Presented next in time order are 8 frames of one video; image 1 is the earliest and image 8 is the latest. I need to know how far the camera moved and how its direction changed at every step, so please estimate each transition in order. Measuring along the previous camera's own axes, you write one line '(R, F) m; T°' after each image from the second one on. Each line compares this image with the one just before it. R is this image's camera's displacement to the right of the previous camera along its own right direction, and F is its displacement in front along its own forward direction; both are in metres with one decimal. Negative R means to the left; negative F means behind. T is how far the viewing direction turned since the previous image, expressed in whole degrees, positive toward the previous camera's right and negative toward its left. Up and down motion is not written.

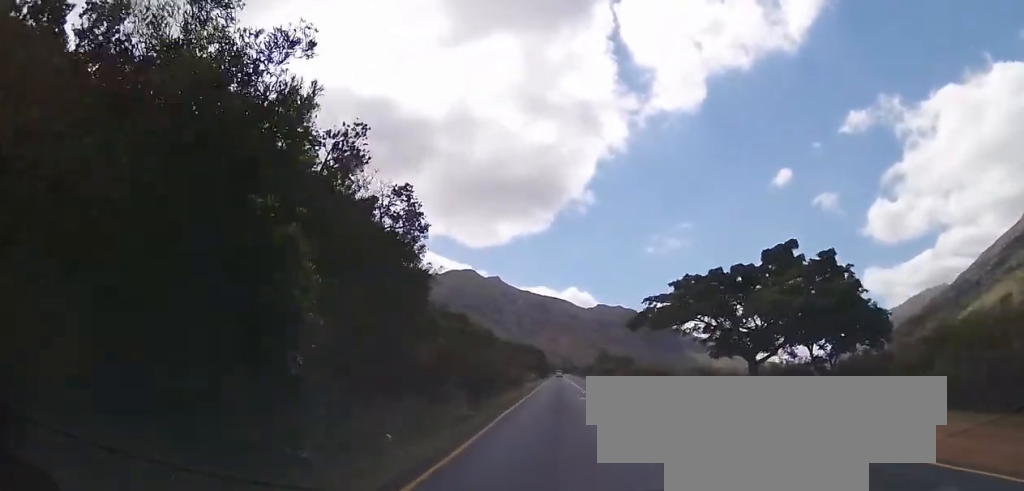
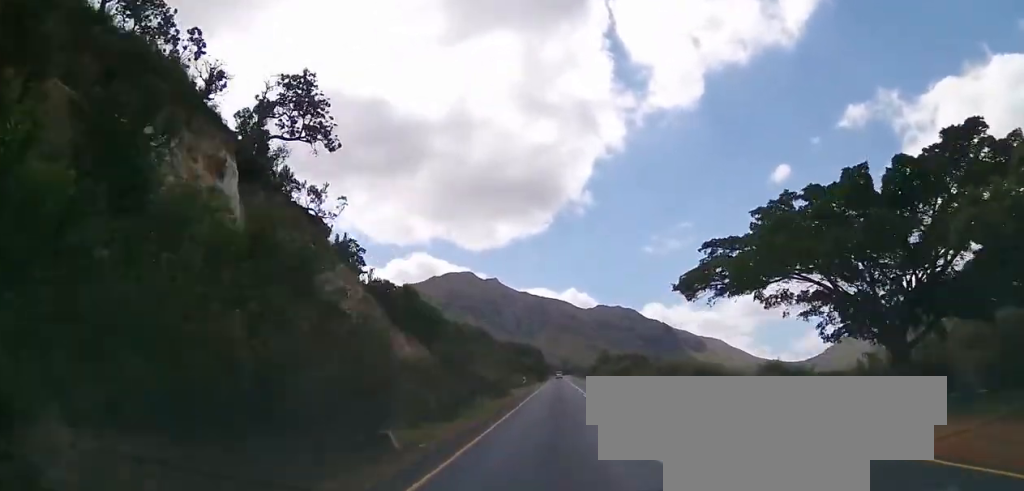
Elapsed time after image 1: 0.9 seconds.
(0.0, +18.0) m; 0°
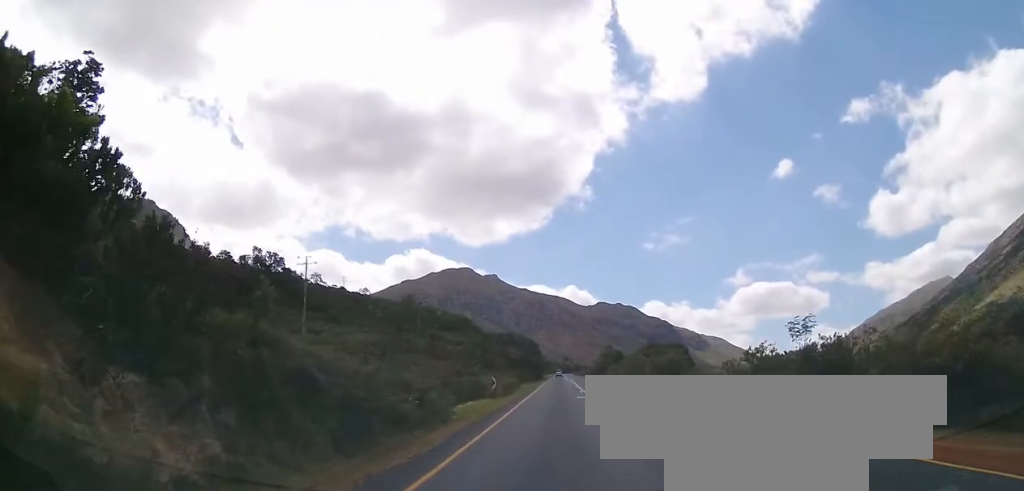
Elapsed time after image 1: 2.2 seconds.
(0.0, +28.0) m; 0°
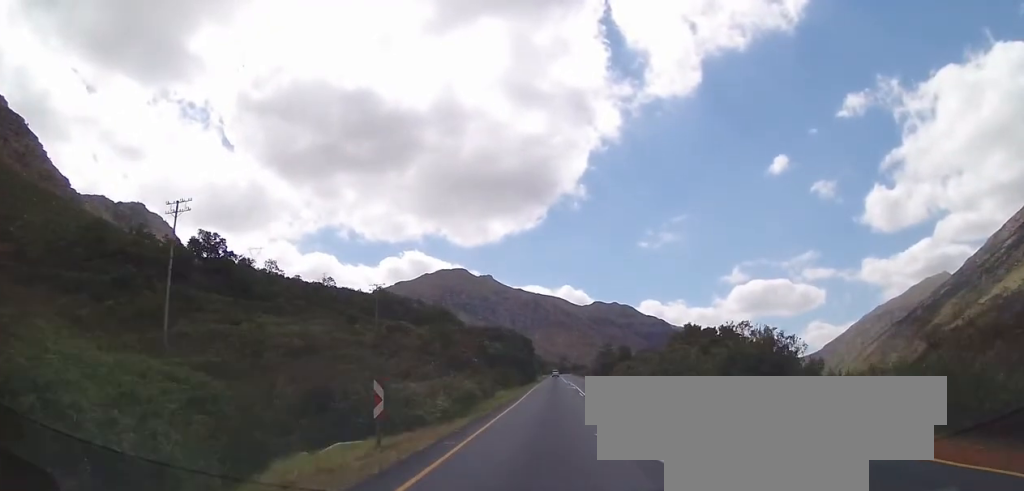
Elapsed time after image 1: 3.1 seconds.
(+0.3, +18.9) m; +1°
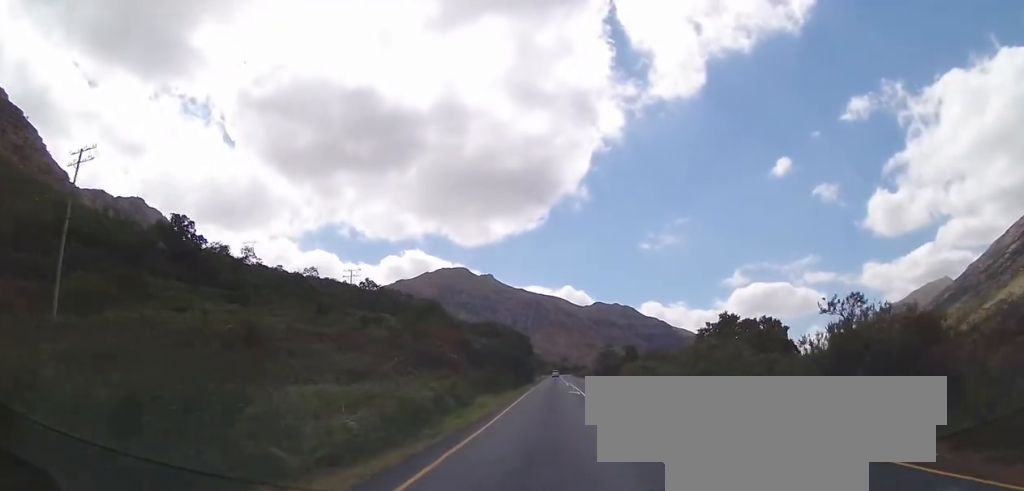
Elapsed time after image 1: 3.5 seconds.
(+0.2, +9.1) m; 0°
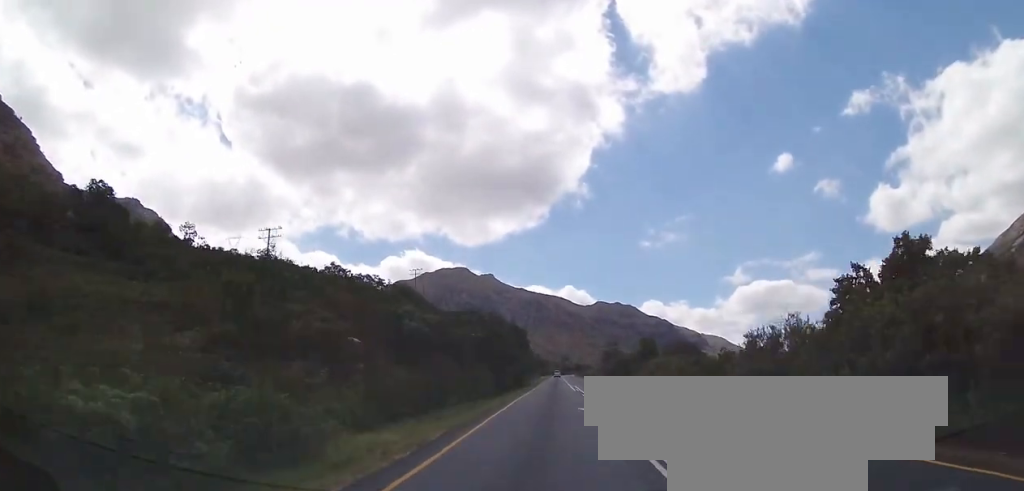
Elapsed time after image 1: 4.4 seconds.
(-0.4, +18.5) m; -2°
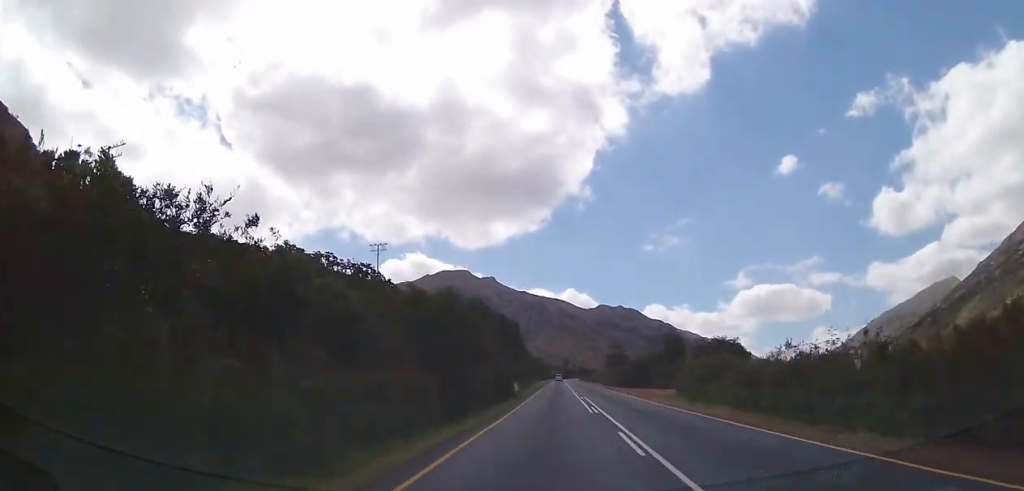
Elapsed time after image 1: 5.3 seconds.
(-0.2, +18.5) m; 0°
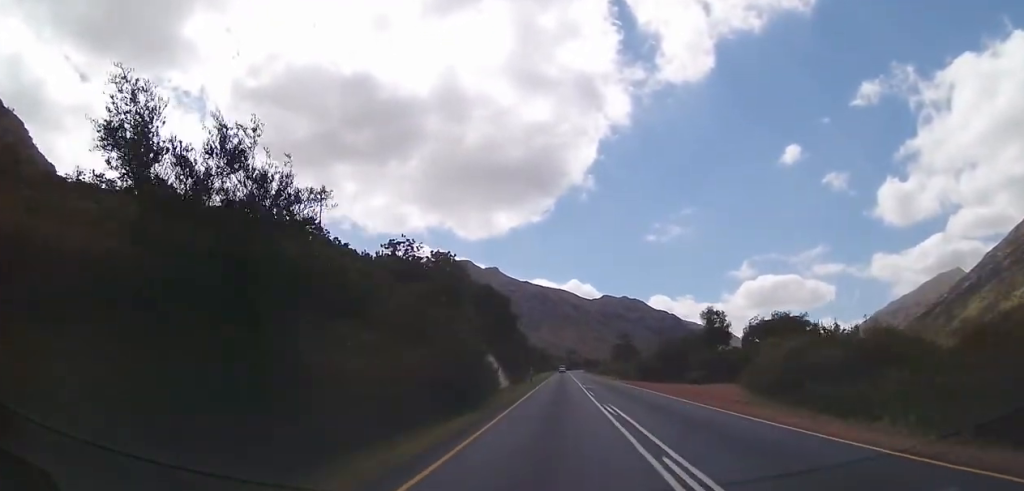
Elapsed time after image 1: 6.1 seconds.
(+0.2, +17.0) m; 0°
